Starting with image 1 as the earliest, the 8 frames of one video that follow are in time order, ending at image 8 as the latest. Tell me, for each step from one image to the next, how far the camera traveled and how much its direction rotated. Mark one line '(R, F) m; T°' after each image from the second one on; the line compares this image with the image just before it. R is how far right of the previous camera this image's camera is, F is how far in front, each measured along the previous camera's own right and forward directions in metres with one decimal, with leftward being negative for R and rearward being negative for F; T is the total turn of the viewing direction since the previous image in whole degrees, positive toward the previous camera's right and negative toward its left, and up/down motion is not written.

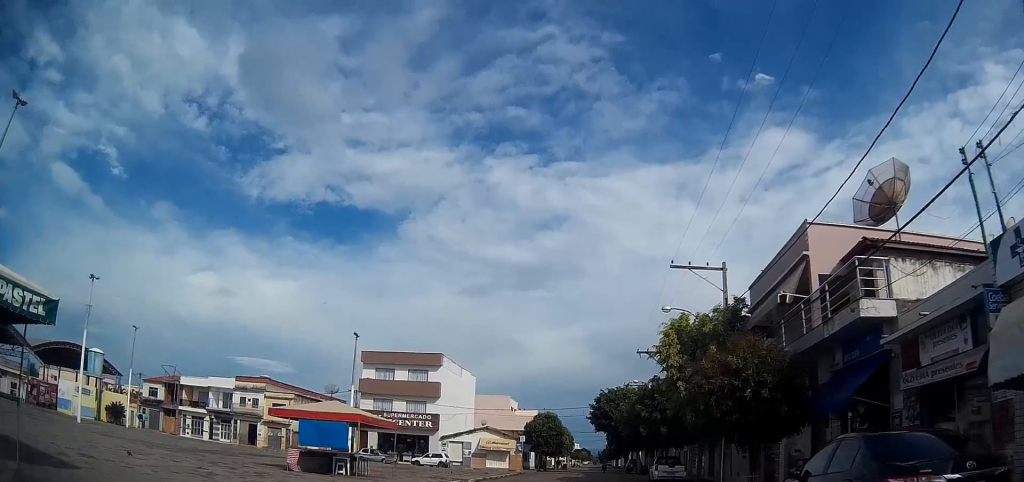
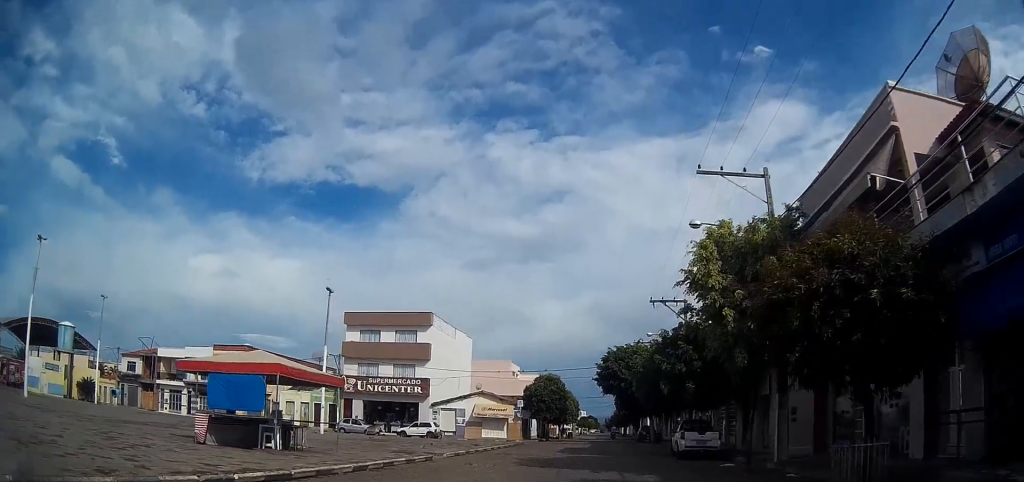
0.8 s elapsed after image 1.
(0.0, +4.8) m; +1°
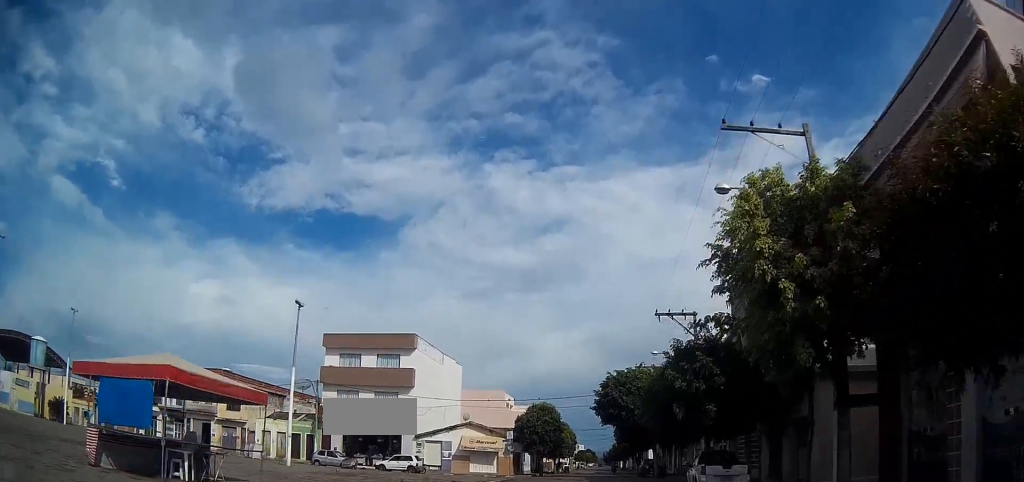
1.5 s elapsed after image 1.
(0.0, +3.7) m; 0°
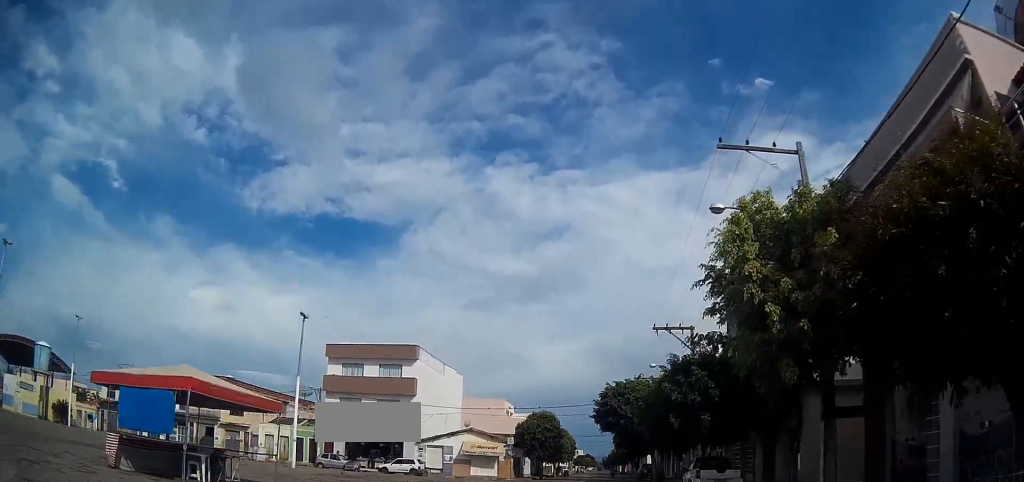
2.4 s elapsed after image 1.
(0.0, +5.3) m; 0°
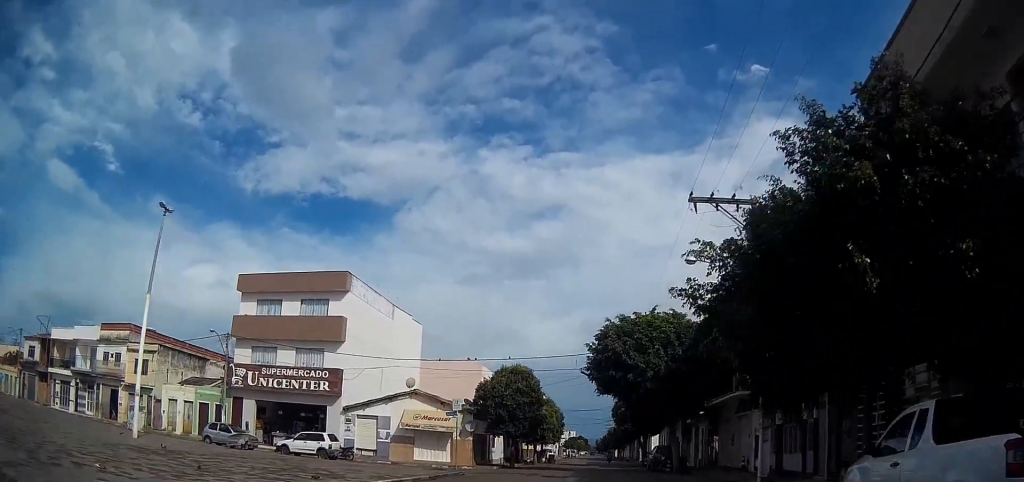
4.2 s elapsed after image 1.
(+0.1, +13.0) m; 0°
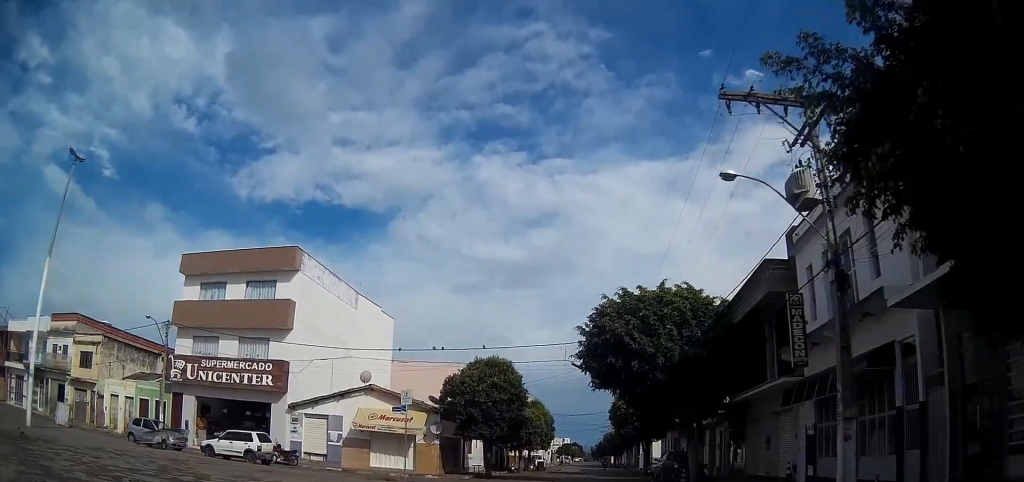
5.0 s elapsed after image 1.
(0.0, +6.2) m; +1°
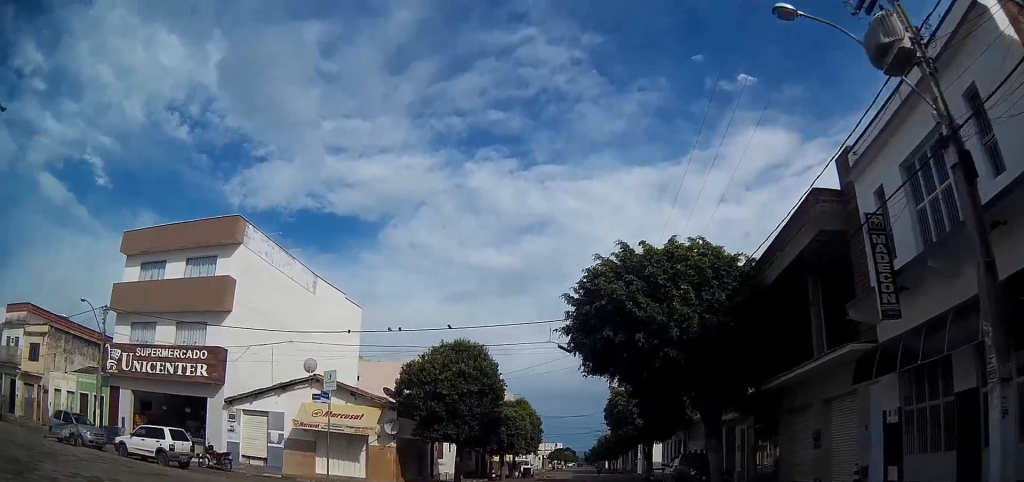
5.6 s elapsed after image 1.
(+0.1, +5.5) m; +1°
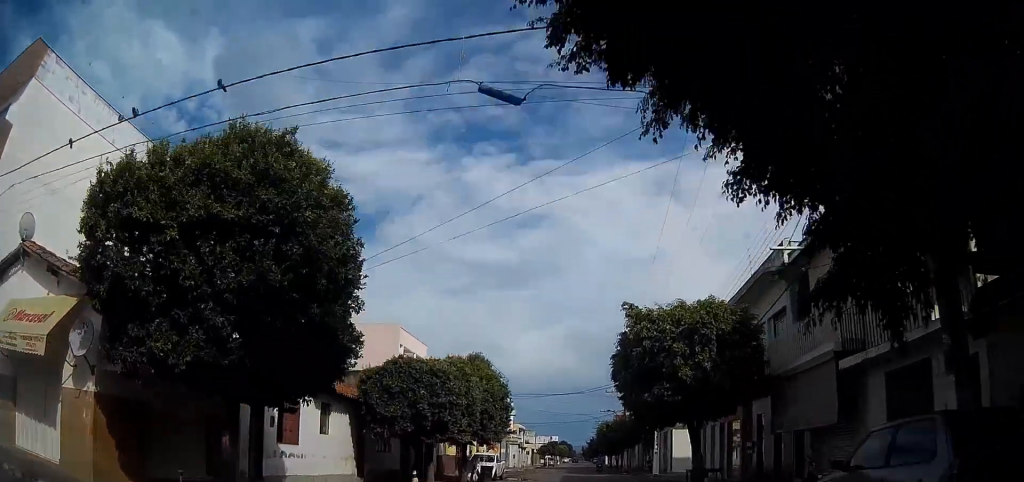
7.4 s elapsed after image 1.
(+0.1, +15.9) m; 0°
